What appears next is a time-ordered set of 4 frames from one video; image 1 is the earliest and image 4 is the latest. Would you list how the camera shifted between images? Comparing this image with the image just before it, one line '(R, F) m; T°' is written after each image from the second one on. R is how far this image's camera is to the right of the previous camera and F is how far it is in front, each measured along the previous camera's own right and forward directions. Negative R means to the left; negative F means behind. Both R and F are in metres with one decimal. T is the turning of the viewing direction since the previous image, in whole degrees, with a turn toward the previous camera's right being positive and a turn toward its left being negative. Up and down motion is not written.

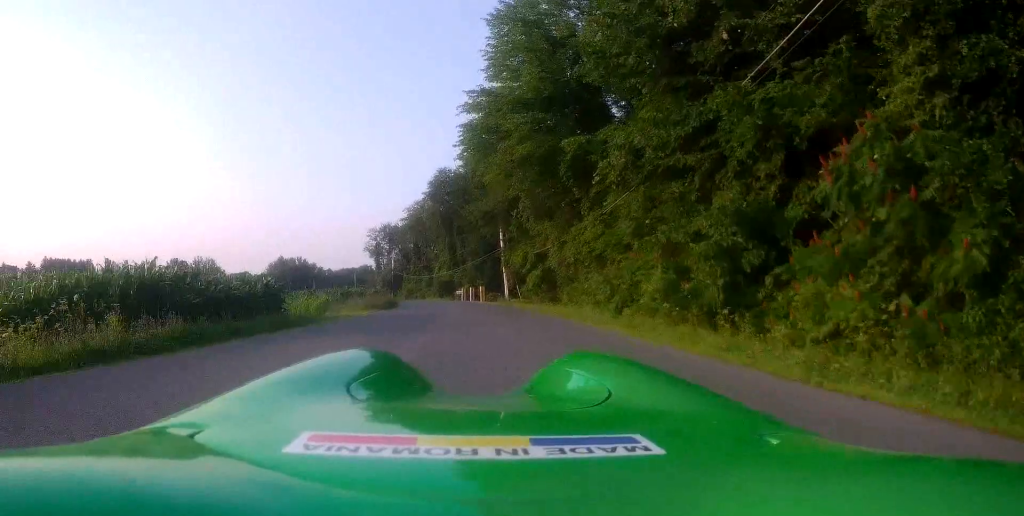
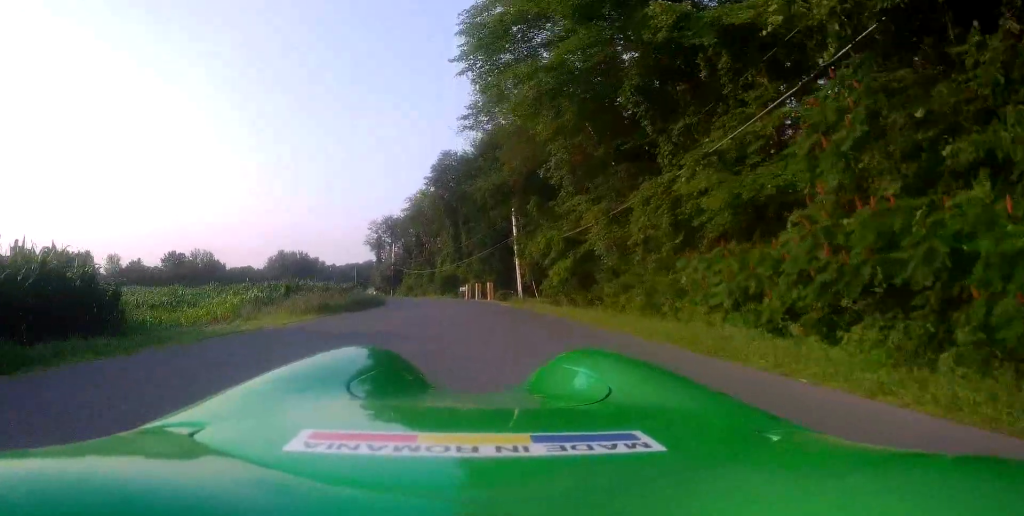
(+0.3, +10.4) m; 0°
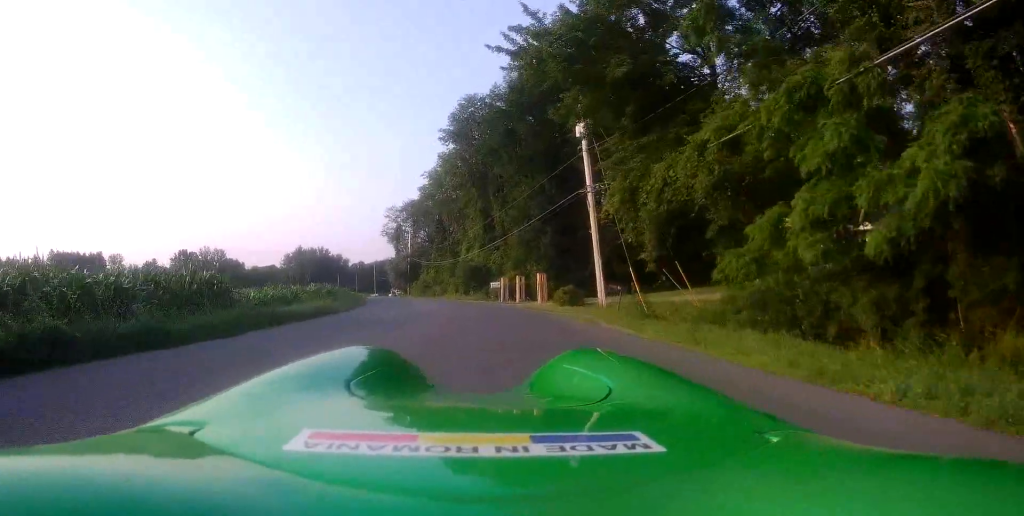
(-1.6, +24.3) m; -6°
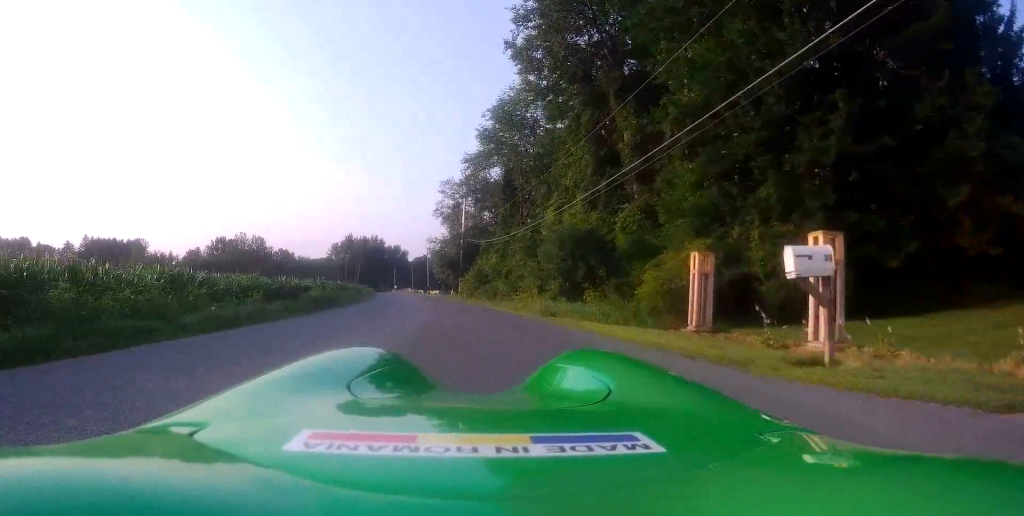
(-1.3, +32.0) m; -9°
